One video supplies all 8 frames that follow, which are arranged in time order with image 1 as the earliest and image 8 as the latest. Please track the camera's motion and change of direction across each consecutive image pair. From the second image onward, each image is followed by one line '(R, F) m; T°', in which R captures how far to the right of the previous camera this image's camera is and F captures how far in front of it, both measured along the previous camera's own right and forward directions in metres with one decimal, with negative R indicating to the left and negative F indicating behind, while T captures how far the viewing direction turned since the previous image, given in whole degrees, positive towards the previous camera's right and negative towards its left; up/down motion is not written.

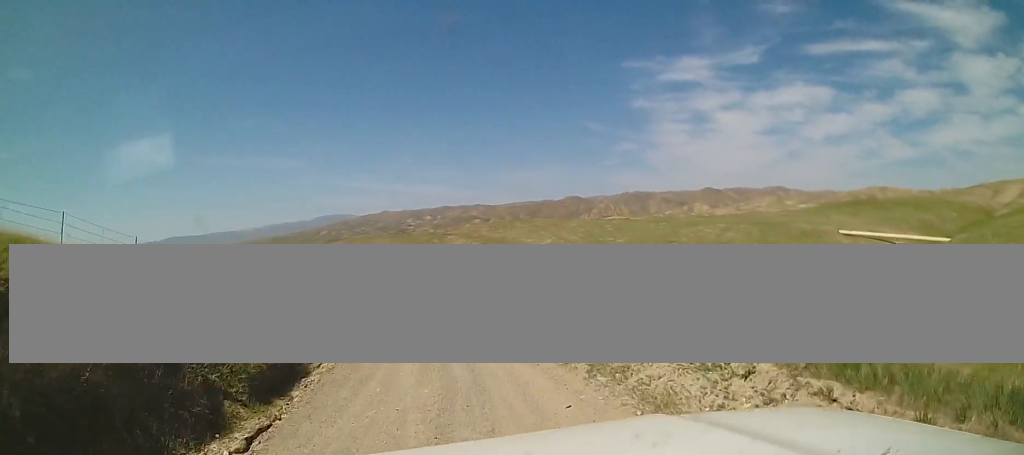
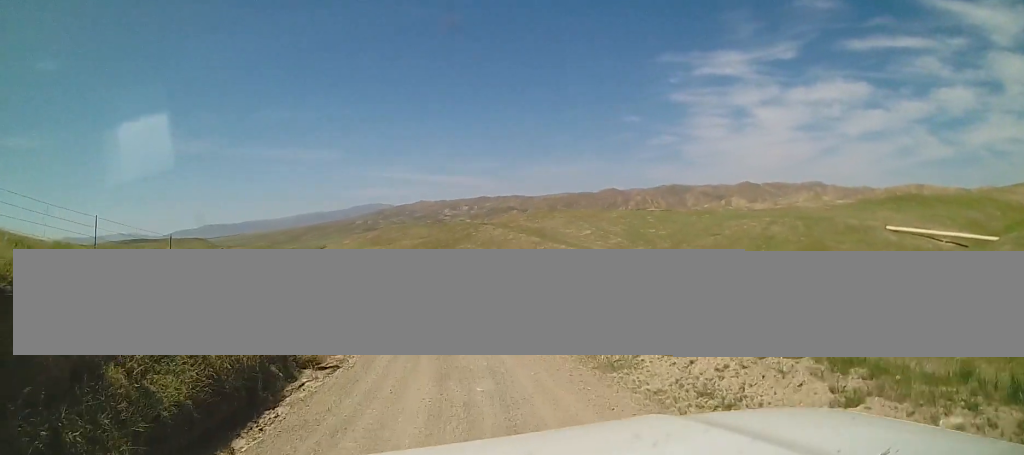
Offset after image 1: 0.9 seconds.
(-0.2, +4.3) m; -2°
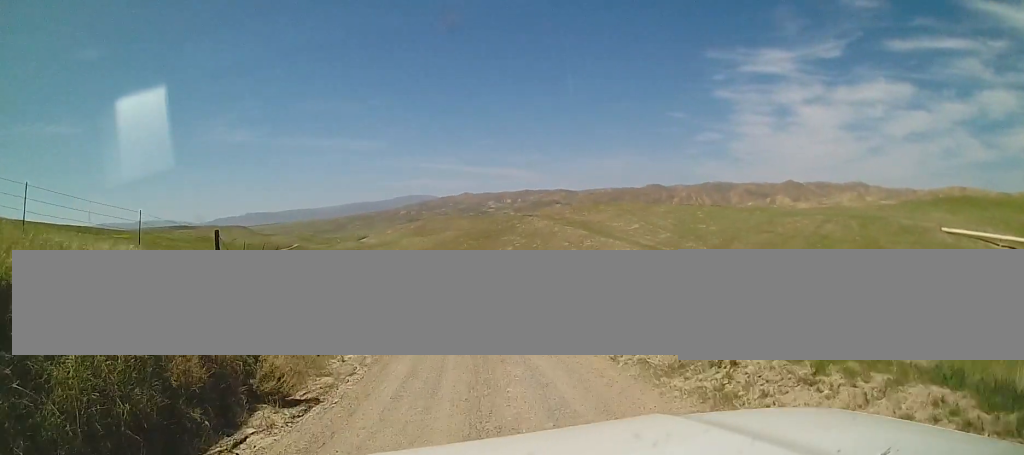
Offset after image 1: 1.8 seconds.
(0.0, +4.7) m; -4°
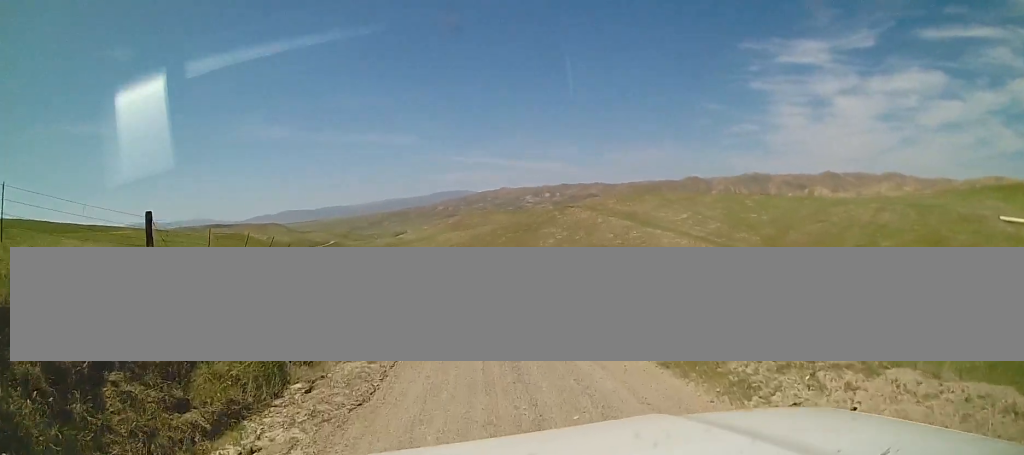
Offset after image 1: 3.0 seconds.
(-0.4, +7.2) m; -3°
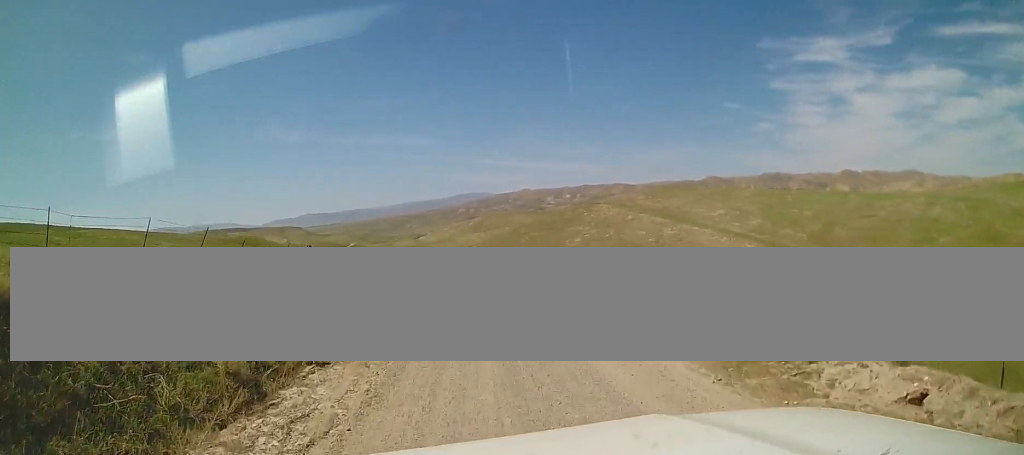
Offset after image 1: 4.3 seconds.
(+0.1, +10.5) m; -3°
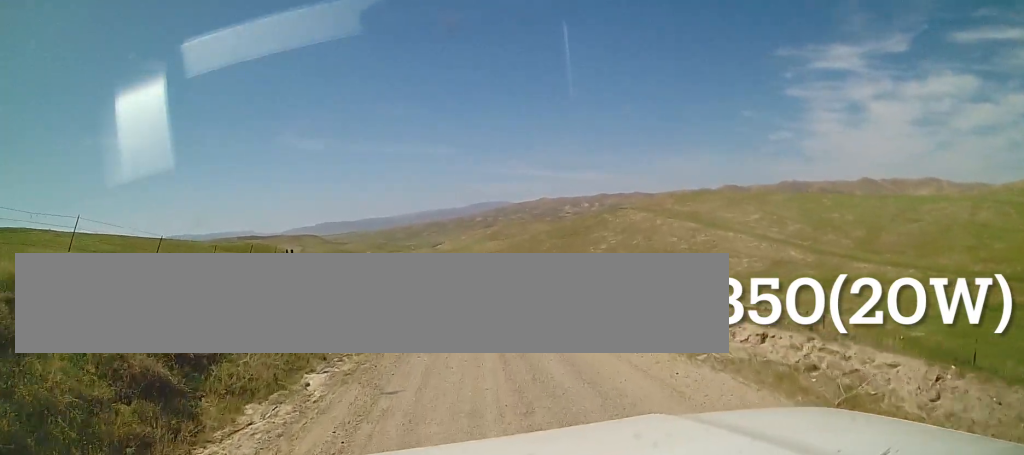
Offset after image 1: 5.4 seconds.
(-0.5, +9.2) m; -3°
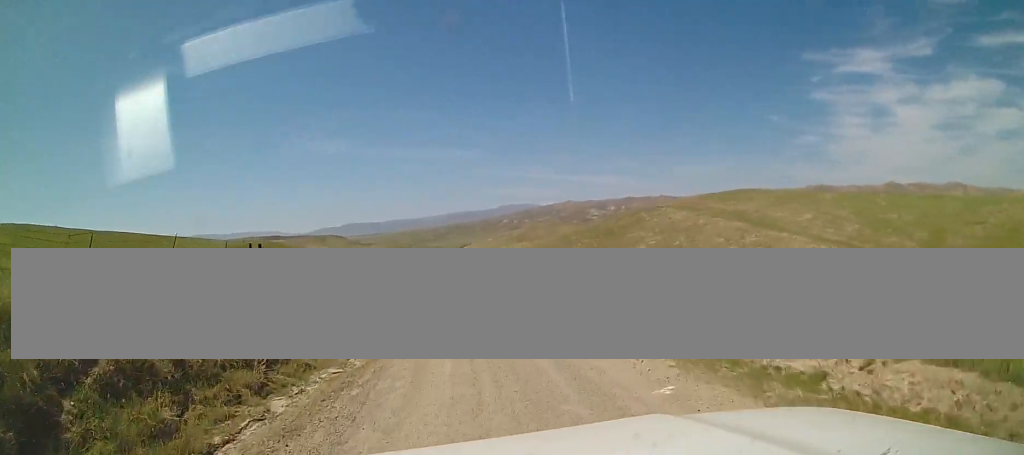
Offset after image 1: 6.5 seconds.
(0.0, +10.5) m; -2°
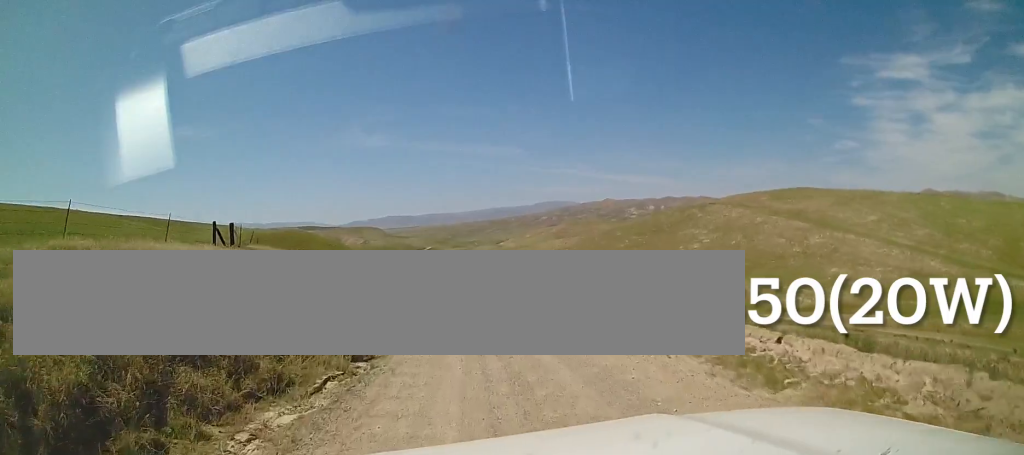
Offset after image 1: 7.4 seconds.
(-0.2, +8.4) m; -5°
